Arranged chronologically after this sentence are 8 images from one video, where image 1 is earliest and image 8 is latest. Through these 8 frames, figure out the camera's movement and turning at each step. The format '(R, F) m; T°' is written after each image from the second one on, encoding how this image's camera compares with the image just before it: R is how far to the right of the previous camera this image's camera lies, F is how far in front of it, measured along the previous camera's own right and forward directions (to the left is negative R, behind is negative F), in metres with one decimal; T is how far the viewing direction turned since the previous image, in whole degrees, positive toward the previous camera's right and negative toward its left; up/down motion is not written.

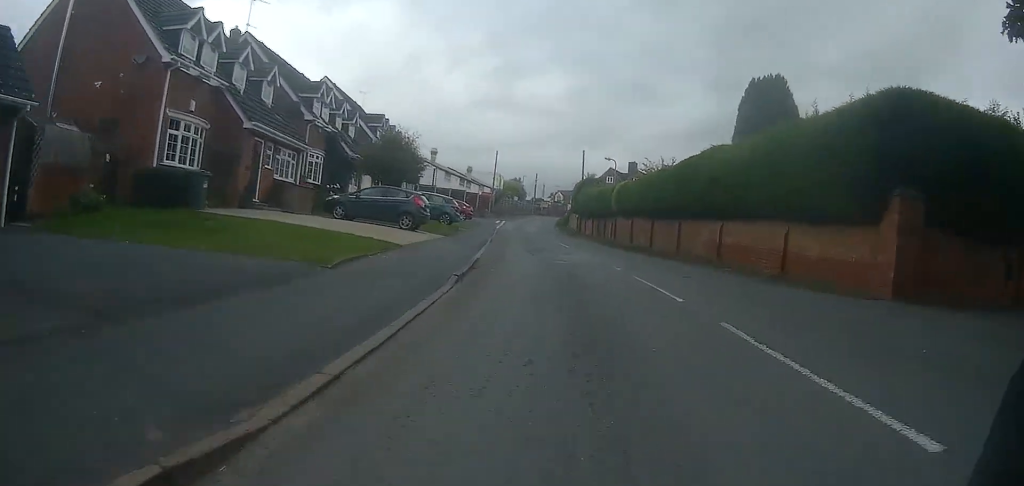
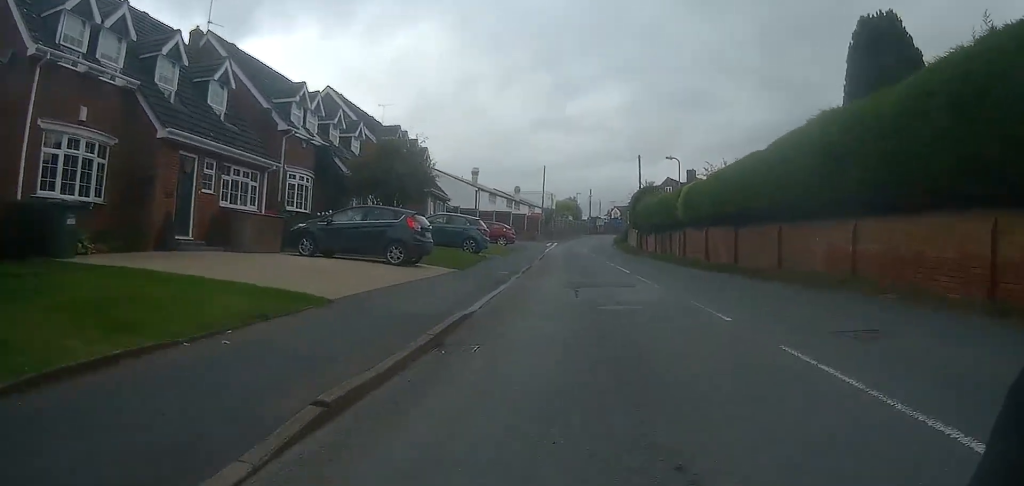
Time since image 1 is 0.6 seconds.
(-0.3, +7.3) m; -4°
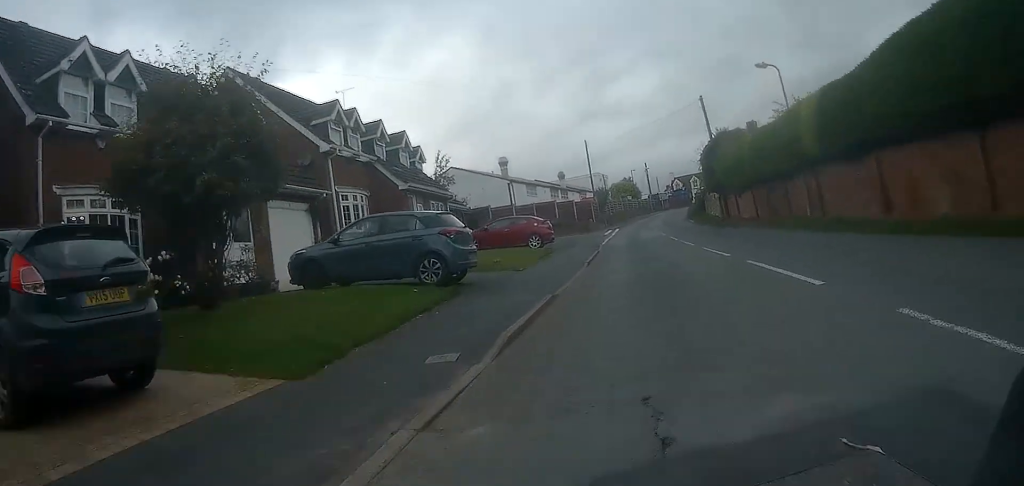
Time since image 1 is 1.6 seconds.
(-0.5, +13.7) m; -2°
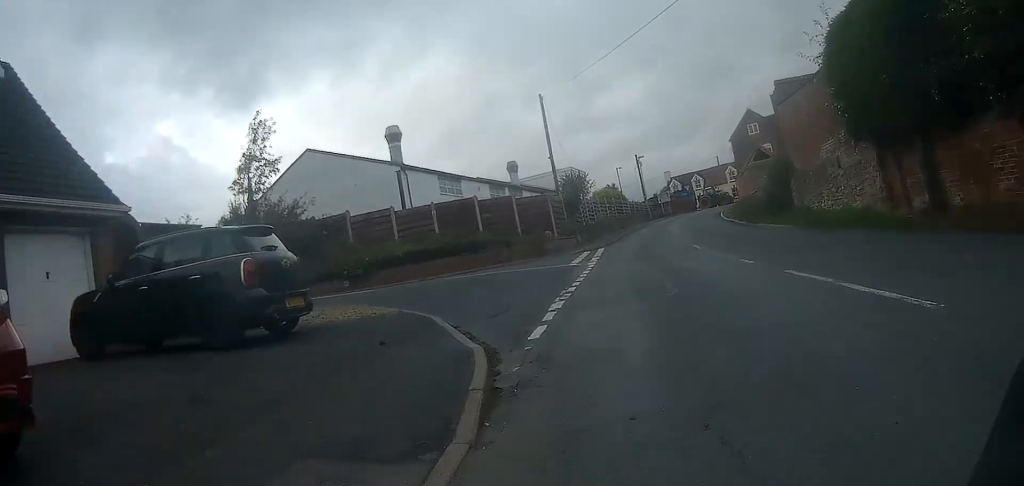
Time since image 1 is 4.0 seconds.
(+0.5, +26.8) m; +3°
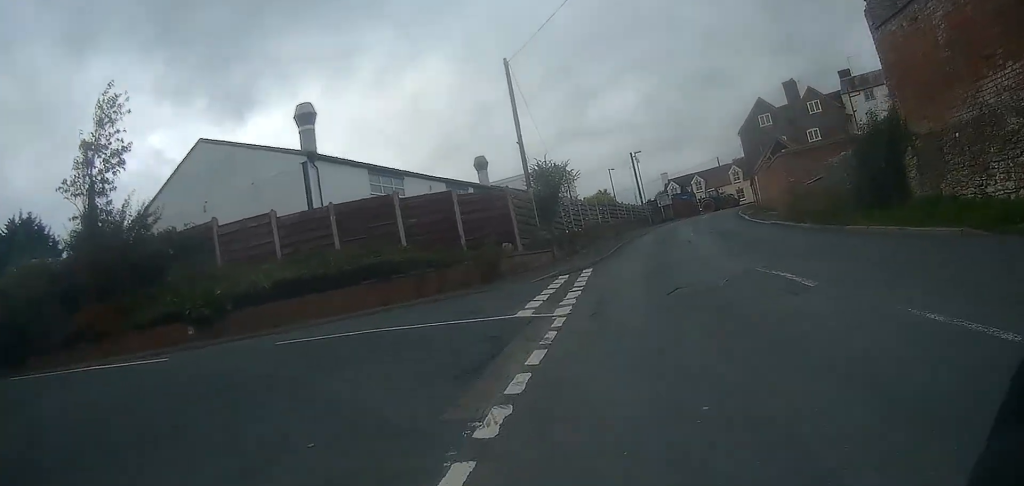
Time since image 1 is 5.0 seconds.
(+0.2, +9.5) m; +2°
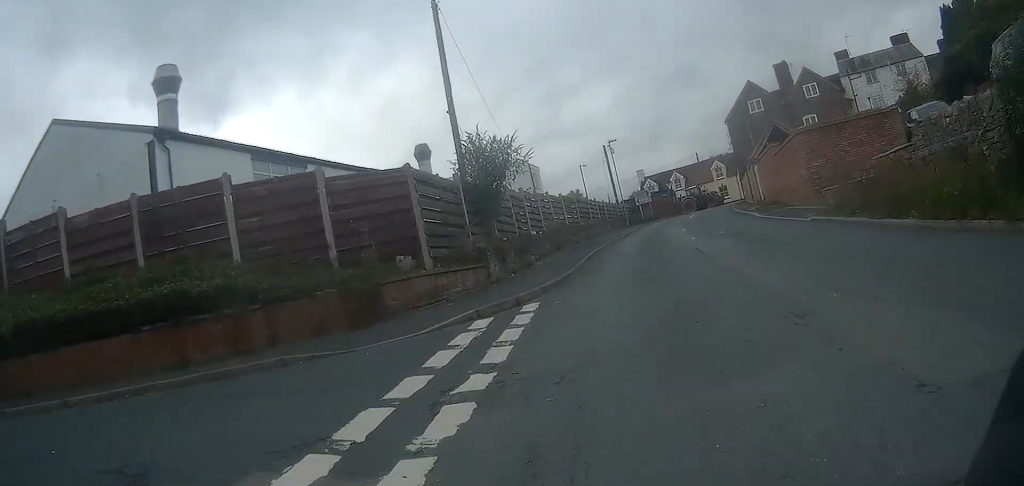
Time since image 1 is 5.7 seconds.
(+0.1, +7.4) m; +1°
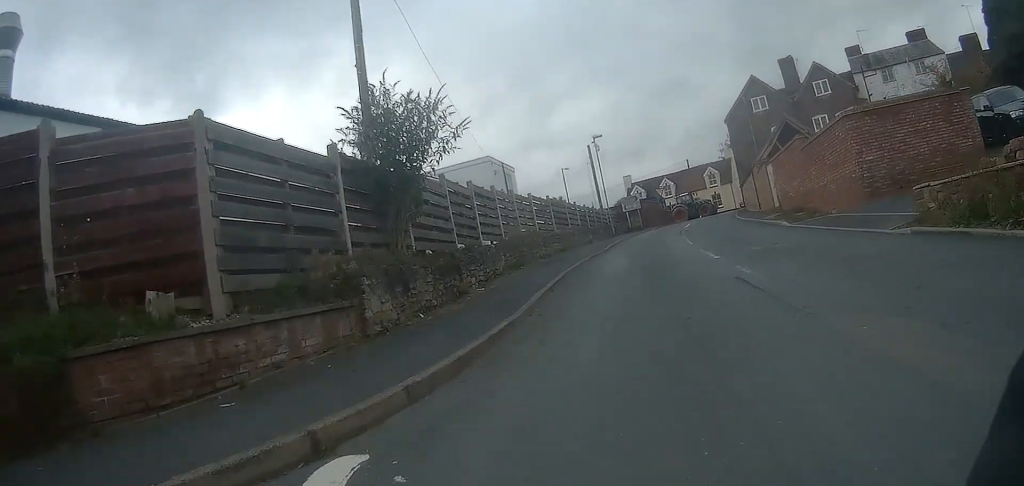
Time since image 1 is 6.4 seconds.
(0.0, +6.5) m; +2°
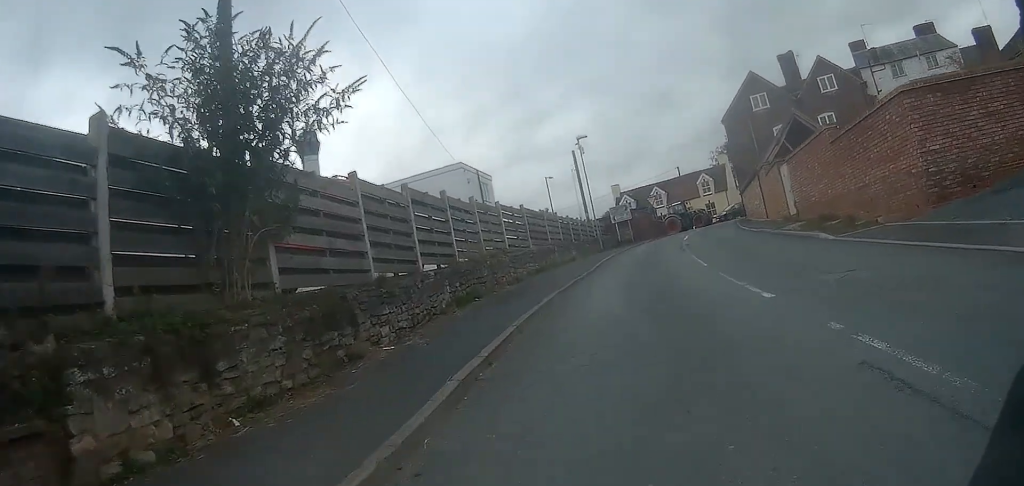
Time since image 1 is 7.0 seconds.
(+0.1, +4.8) m; 0°
